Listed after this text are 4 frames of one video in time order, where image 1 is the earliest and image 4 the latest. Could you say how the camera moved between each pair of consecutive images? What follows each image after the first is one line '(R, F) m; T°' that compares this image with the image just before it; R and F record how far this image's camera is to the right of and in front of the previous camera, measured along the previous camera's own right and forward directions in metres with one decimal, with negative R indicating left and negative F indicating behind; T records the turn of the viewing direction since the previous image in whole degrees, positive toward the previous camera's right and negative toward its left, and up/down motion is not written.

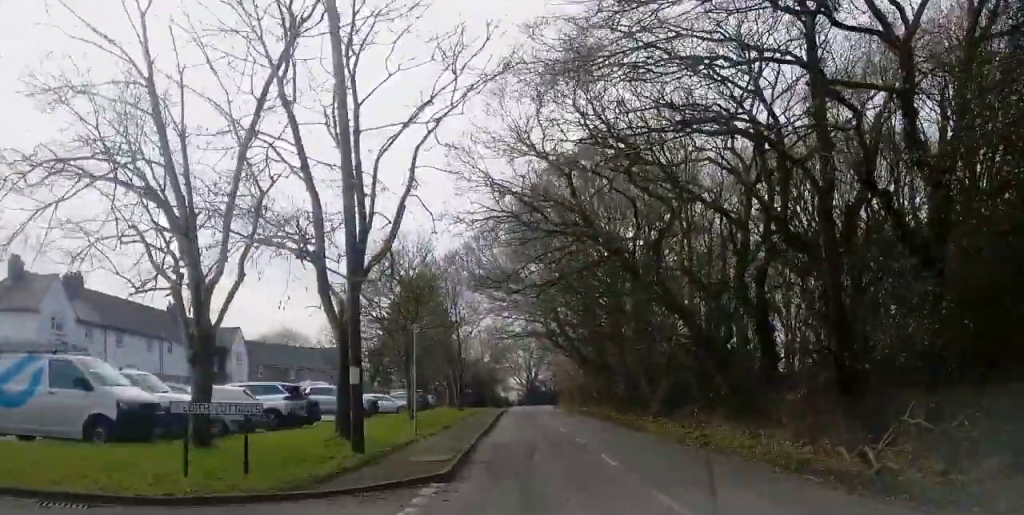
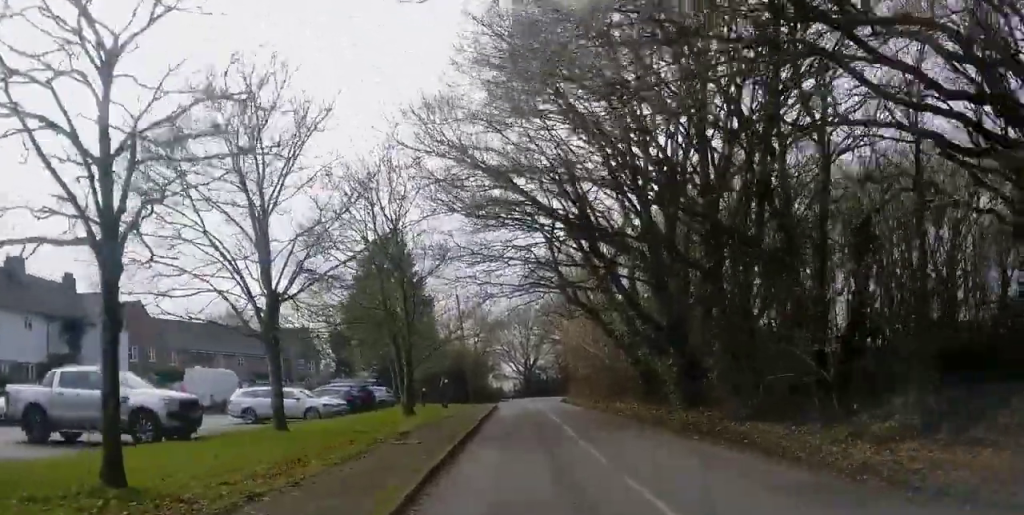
(-0.3, +22.9) m; -1°
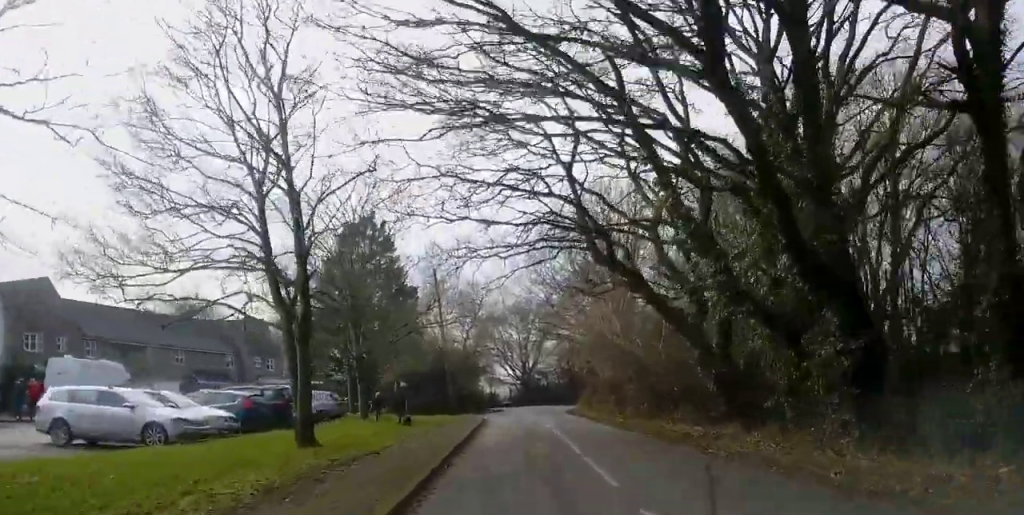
(-0.4, +13.6) m; 0°
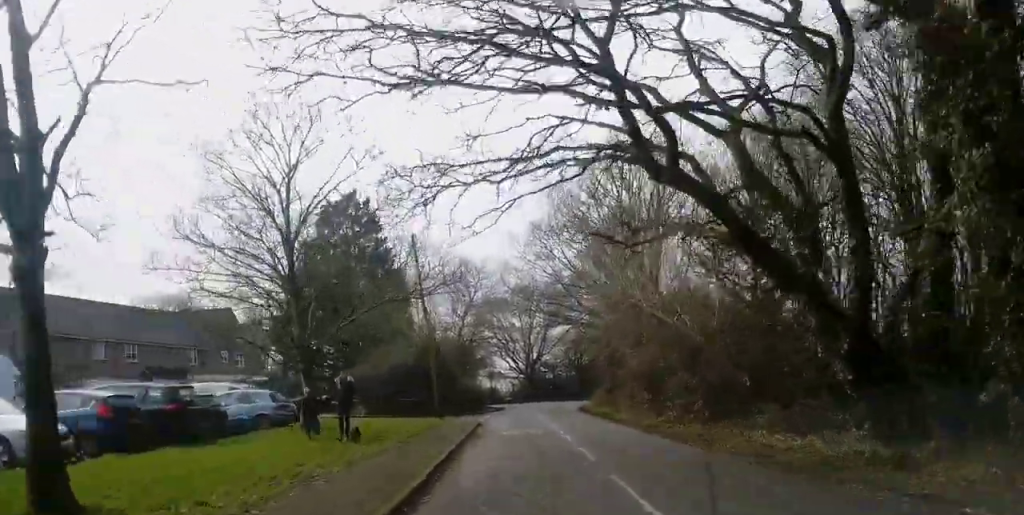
(+0.3, +8.6) m; +2°
